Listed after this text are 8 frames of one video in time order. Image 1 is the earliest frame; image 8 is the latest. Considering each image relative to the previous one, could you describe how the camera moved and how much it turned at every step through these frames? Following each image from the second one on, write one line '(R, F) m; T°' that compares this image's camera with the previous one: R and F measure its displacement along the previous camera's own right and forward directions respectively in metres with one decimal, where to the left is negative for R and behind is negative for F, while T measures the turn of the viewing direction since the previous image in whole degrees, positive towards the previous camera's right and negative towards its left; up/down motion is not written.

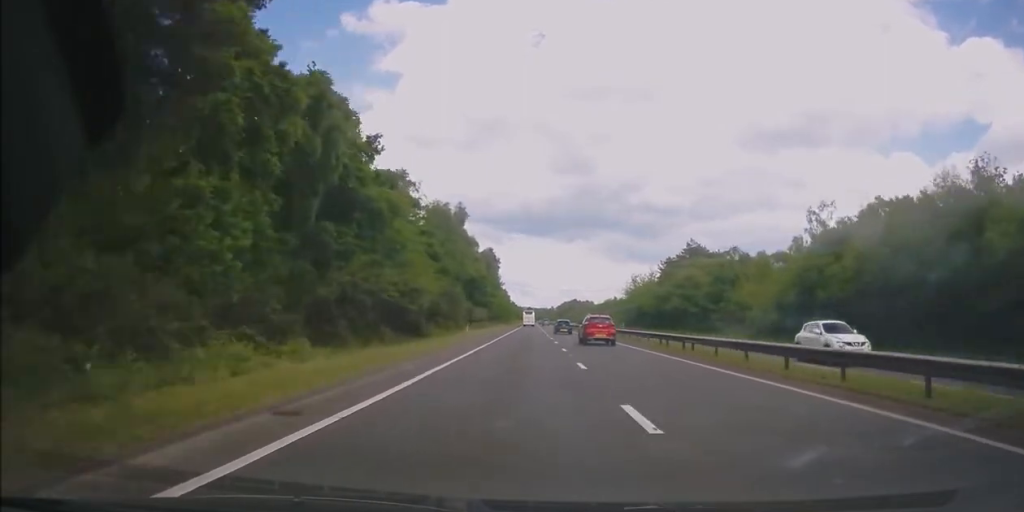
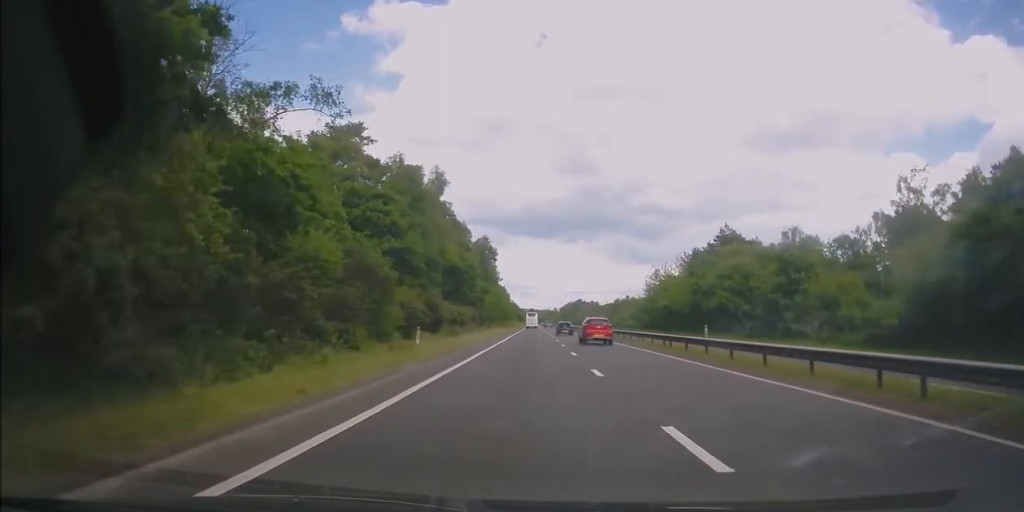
(-0.2, +20.4) m; -1°
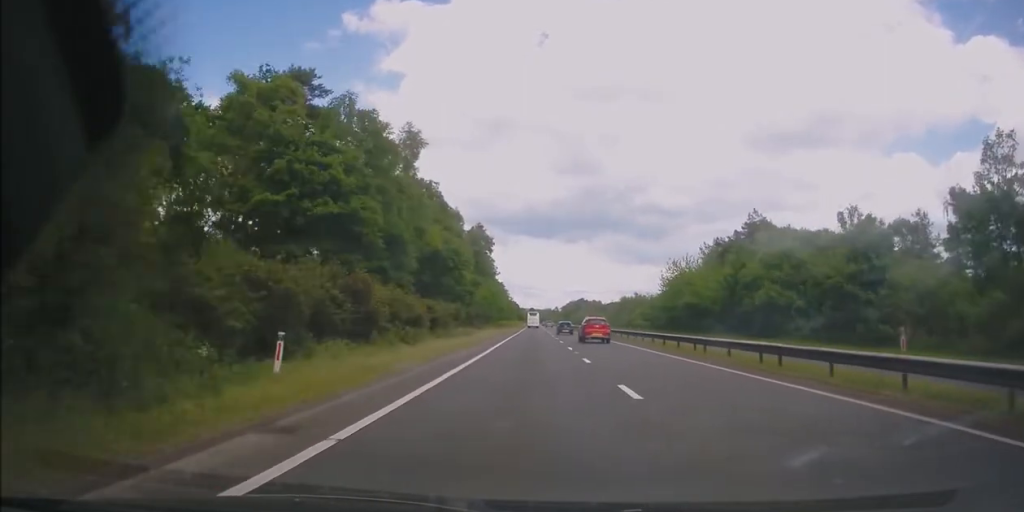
(0.0, +13.6) m; 0°
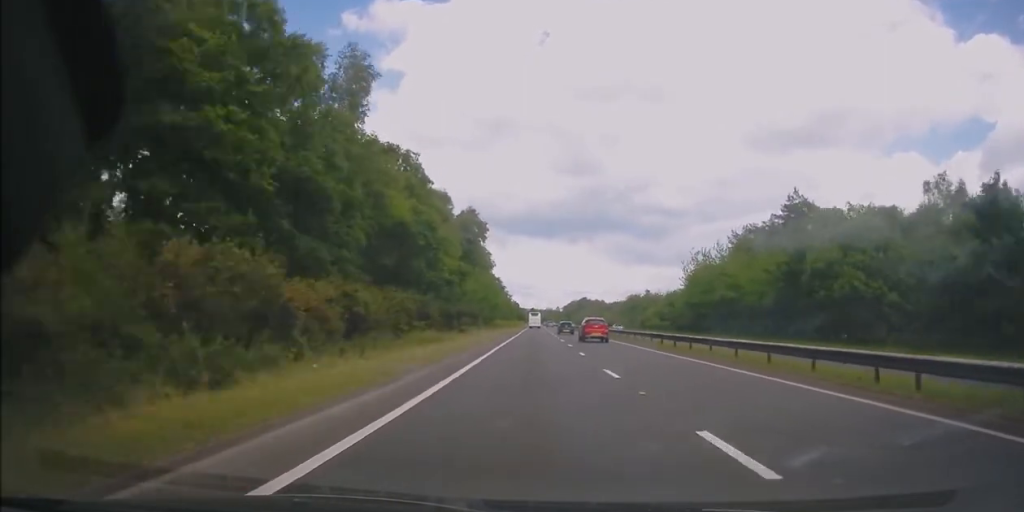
(0.0, +14.6) m; 0°
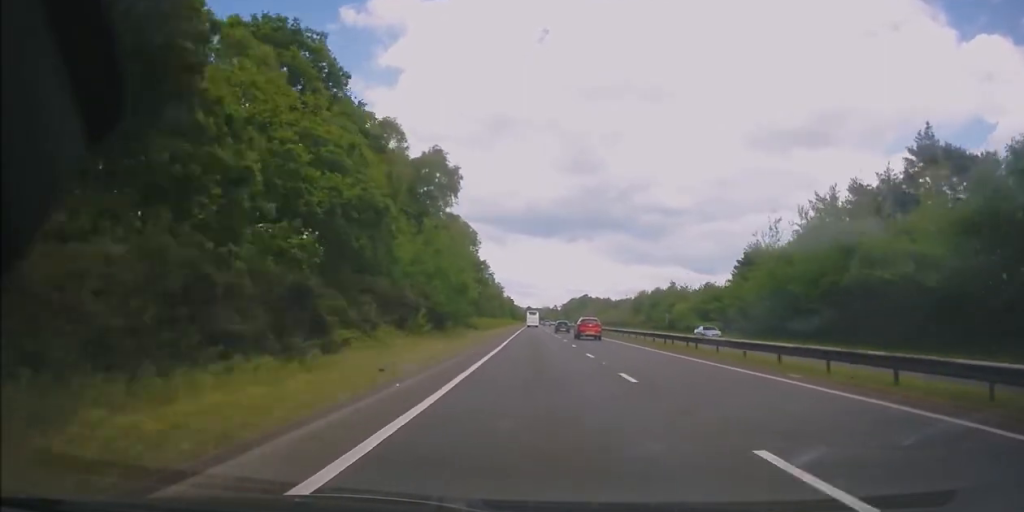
(+0.1, +29.3) m; 0°
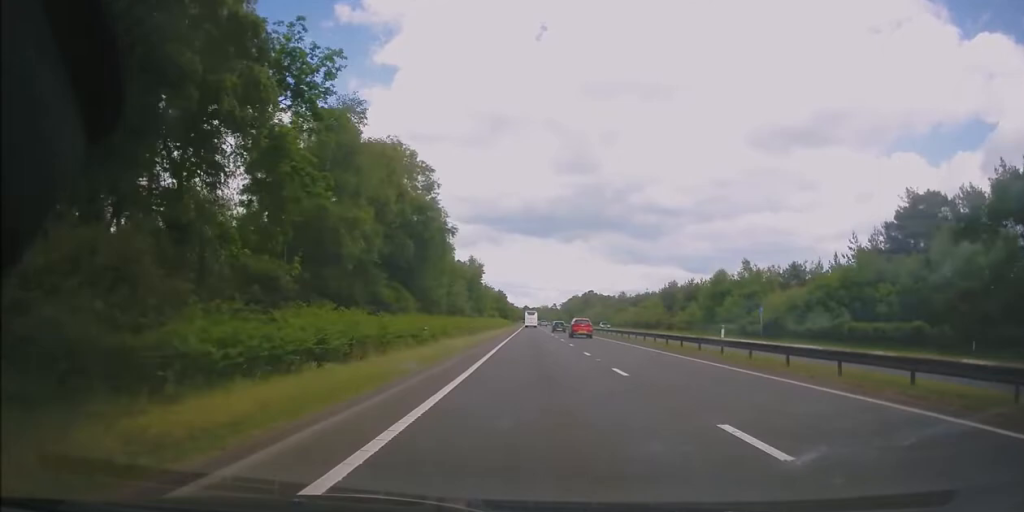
(0.0, +42.4) m; +1°
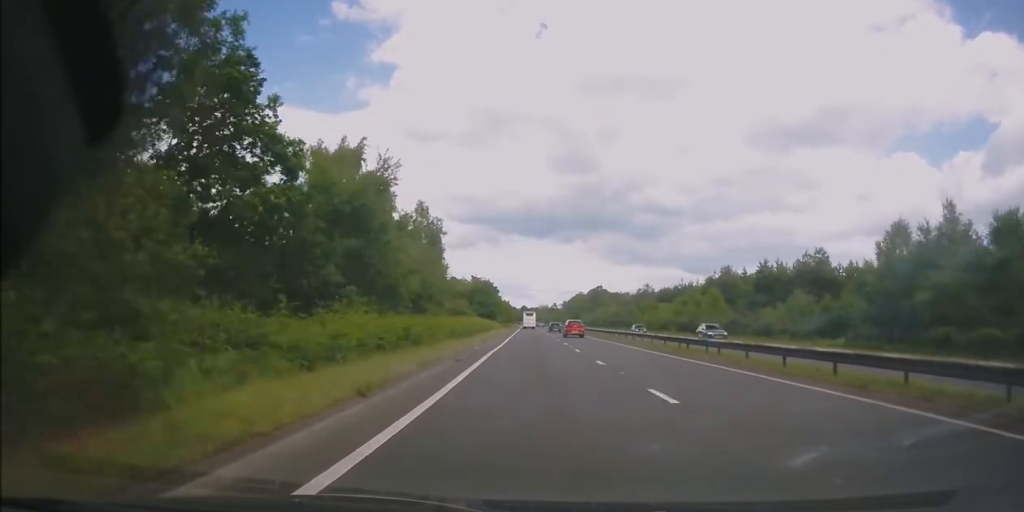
(+0.6, +41.4) m; 0°
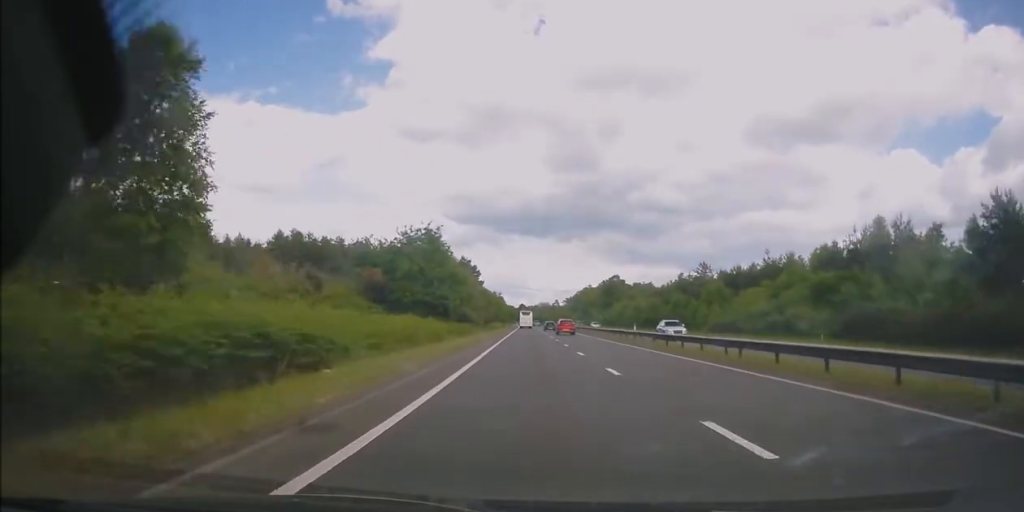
(-0.8, +49.4) m; -1°
